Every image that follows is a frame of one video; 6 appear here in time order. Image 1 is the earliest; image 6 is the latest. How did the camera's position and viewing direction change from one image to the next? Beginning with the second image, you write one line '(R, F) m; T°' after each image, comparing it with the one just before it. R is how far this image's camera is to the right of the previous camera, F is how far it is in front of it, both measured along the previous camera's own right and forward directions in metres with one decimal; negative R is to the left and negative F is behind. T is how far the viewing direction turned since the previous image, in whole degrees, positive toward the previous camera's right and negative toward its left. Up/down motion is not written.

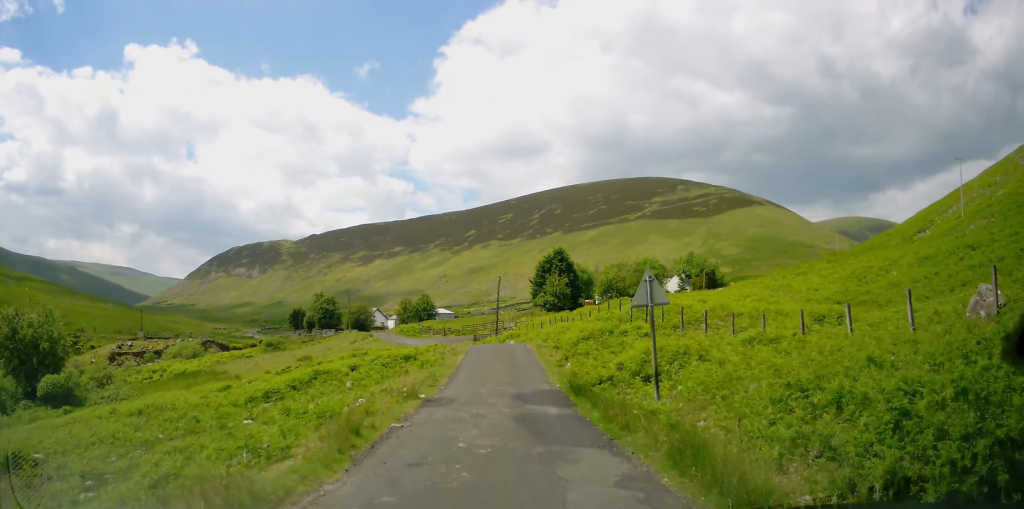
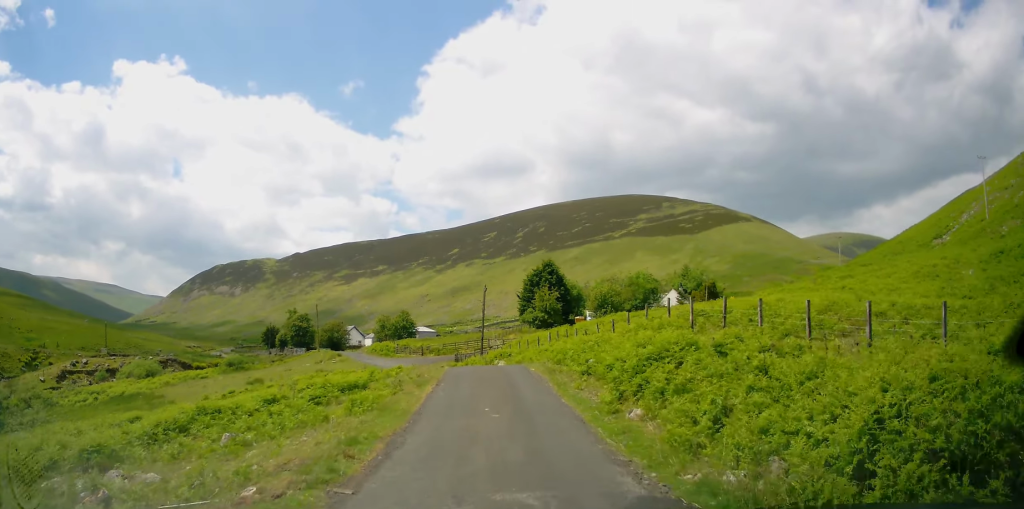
(-0.5, +8.7) m; -3°
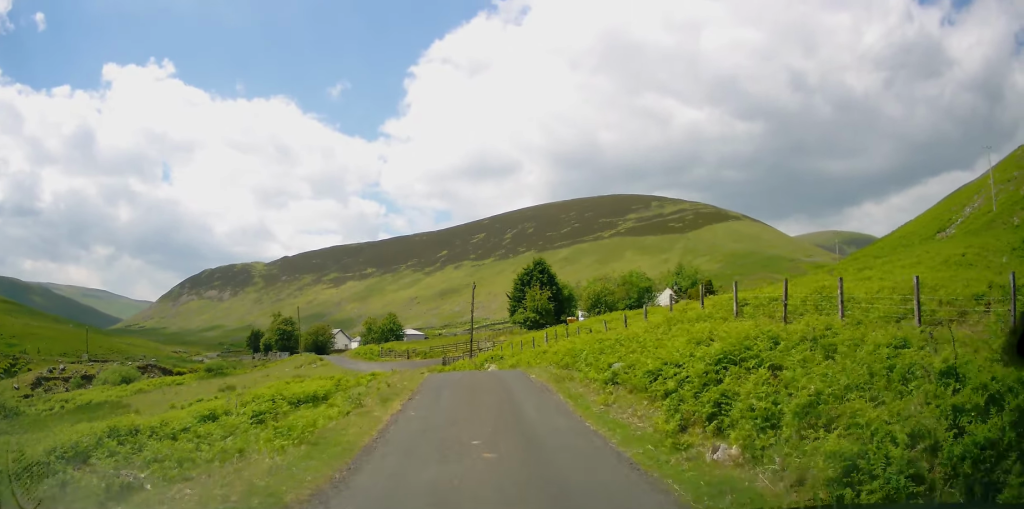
(0.0, +3.6) m; +2°
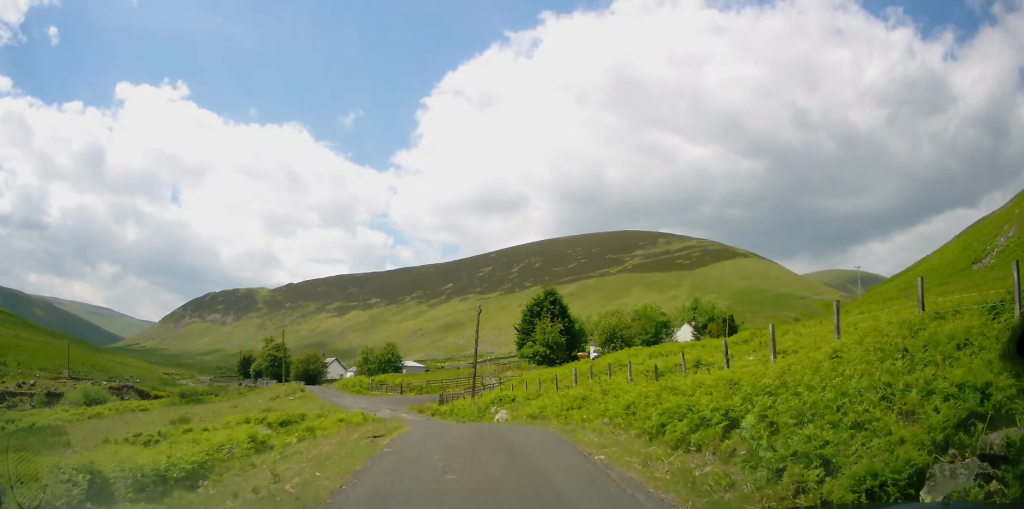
(+0.3, +7.7) m; +4°
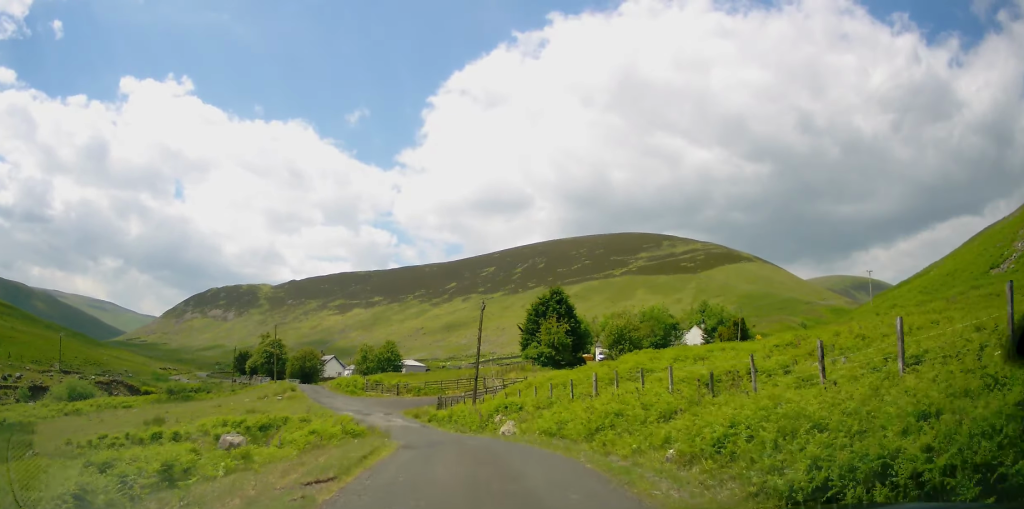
(+0.1, +3.6) m; +2°
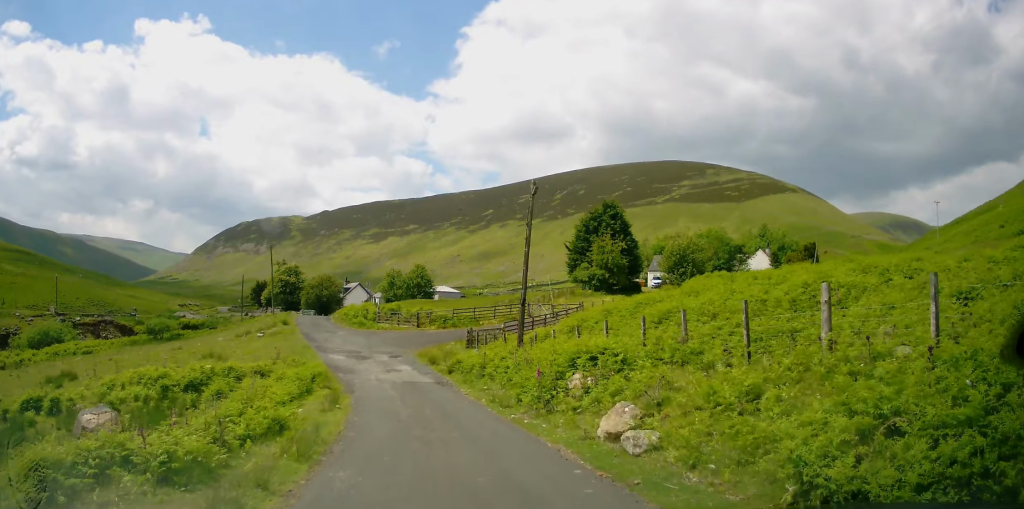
(-0.6, +12.6) m; -8°
